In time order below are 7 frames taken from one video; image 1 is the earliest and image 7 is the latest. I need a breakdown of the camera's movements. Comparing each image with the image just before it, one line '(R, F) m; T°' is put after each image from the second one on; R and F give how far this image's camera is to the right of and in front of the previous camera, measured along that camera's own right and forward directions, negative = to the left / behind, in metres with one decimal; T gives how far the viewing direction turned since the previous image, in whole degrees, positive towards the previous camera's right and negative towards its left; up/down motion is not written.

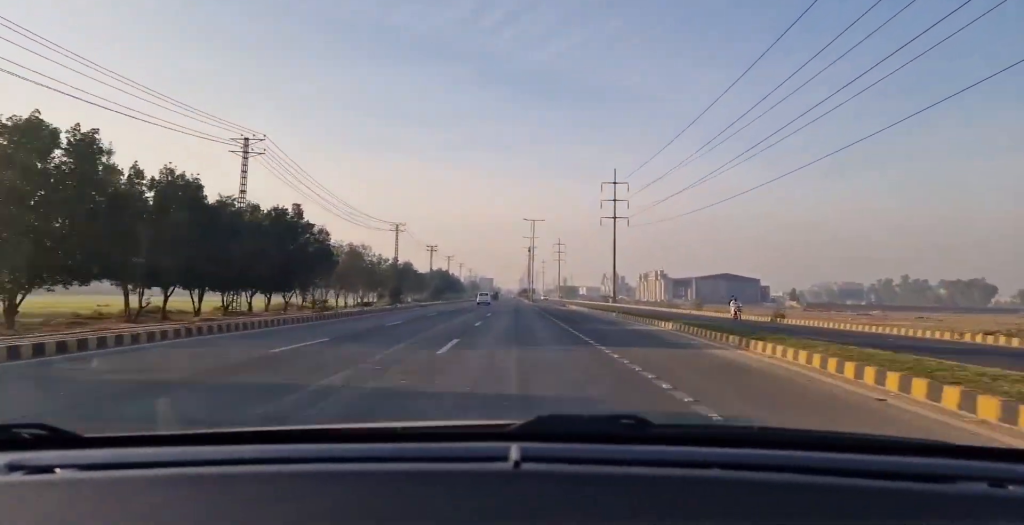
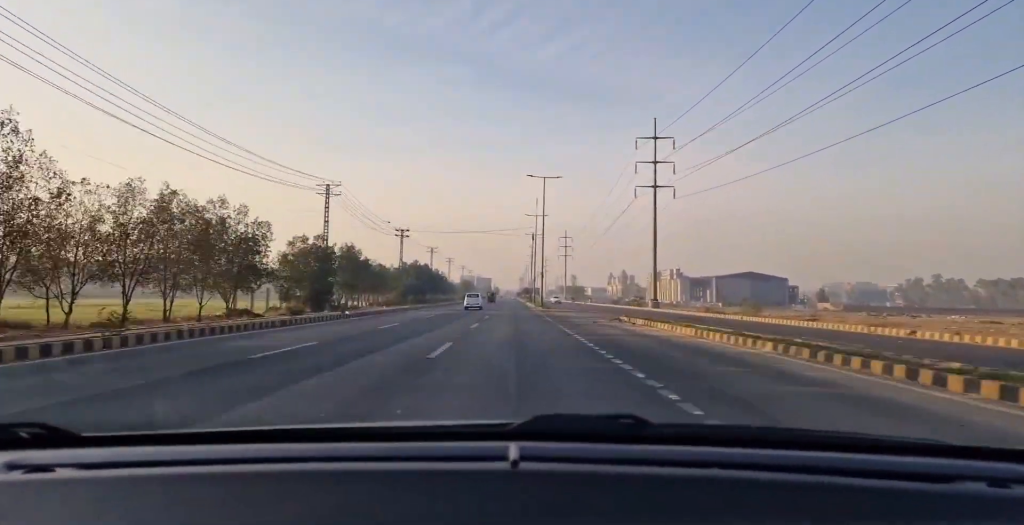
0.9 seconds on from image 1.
(+0.2, +36.8) m; 0°
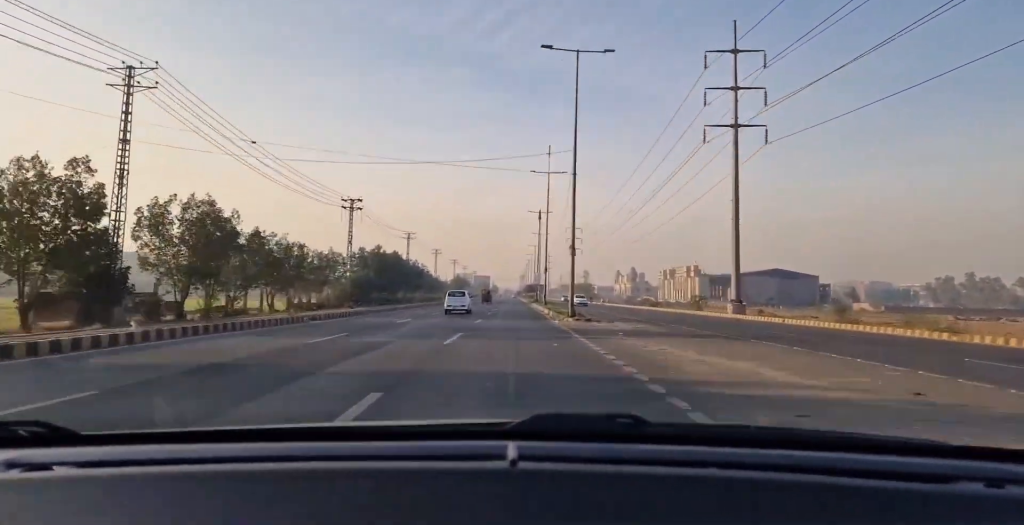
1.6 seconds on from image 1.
(+0.4, +32.7) m; 0°
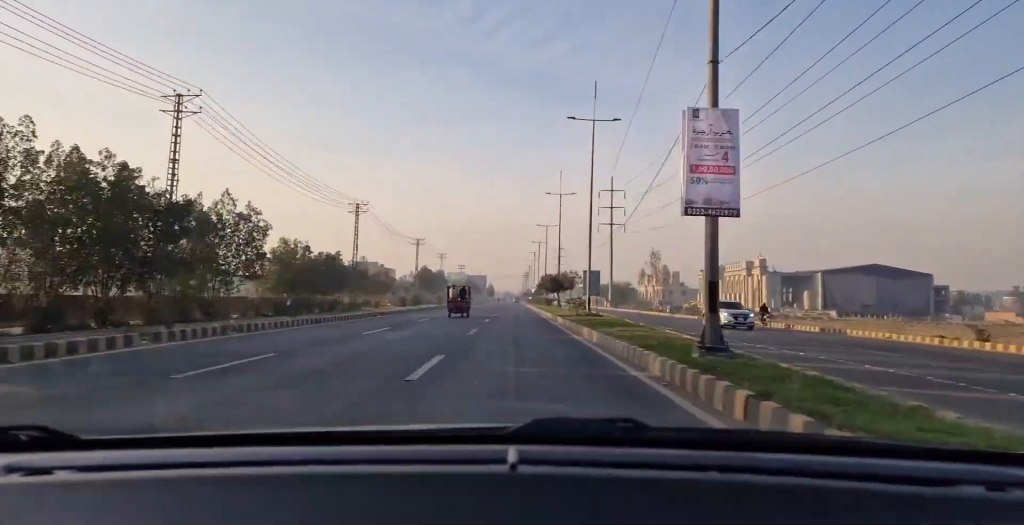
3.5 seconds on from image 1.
(-0.6, +78.8) m; +1°
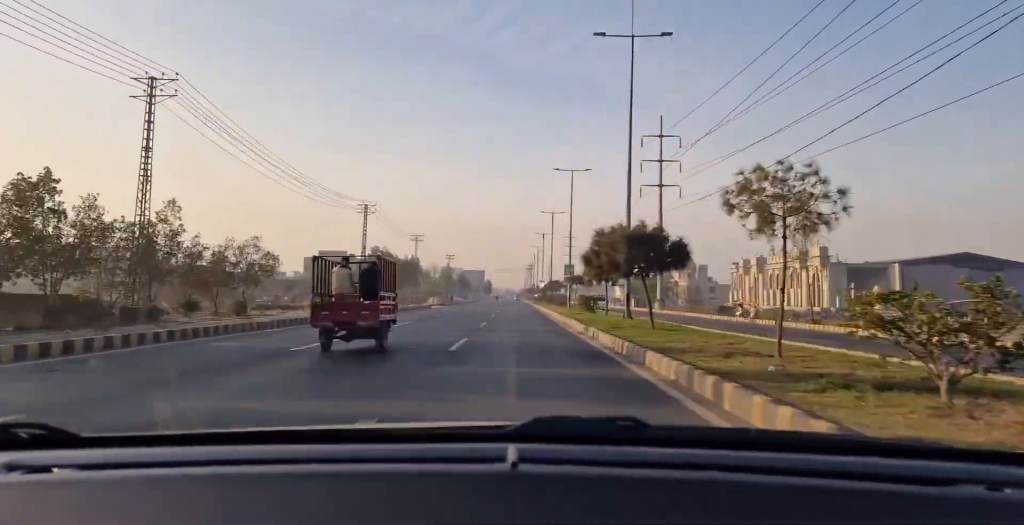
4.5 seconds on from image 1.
(+0.5, +43.3) m; -1°
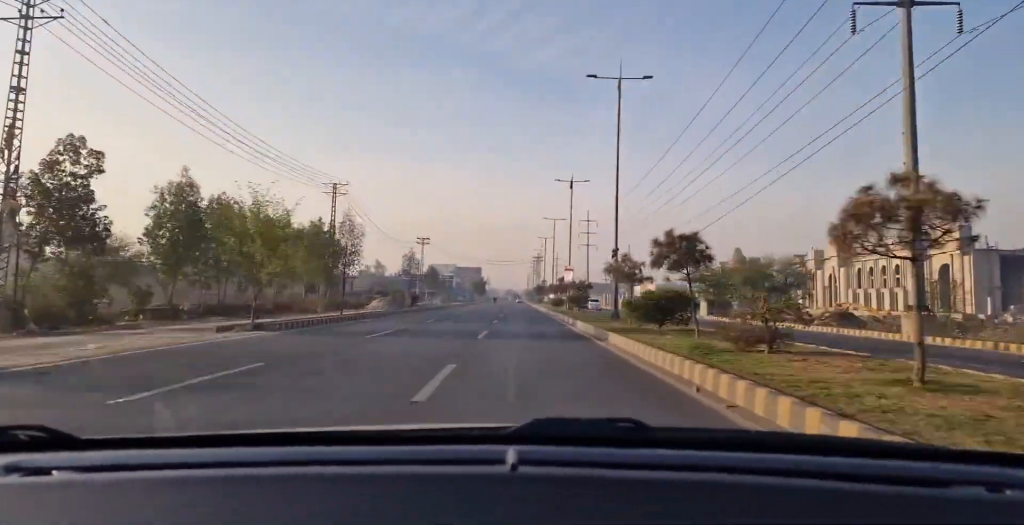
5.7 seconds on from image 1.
(-1.0, +55.3) m; 0°
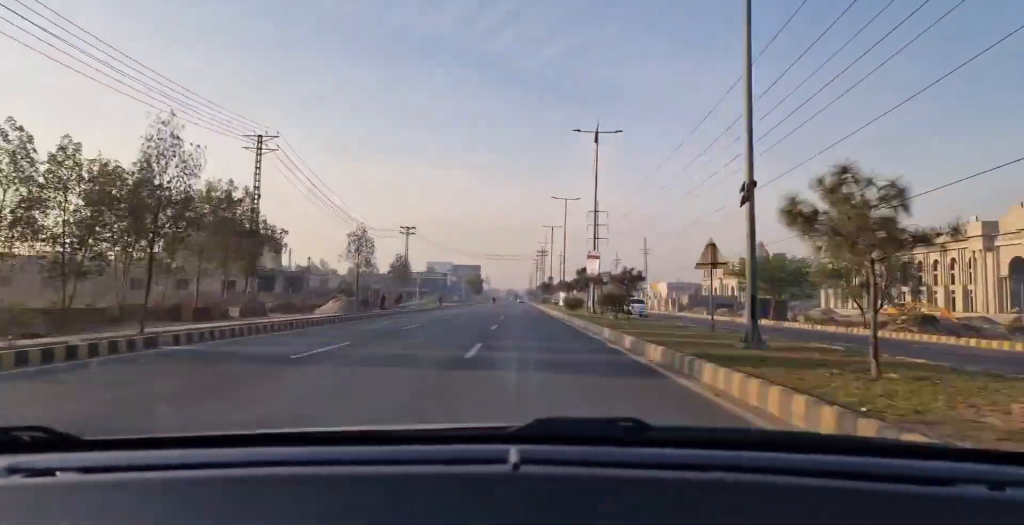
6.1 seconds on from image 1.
(+0.1, +17.5) m; 0°
